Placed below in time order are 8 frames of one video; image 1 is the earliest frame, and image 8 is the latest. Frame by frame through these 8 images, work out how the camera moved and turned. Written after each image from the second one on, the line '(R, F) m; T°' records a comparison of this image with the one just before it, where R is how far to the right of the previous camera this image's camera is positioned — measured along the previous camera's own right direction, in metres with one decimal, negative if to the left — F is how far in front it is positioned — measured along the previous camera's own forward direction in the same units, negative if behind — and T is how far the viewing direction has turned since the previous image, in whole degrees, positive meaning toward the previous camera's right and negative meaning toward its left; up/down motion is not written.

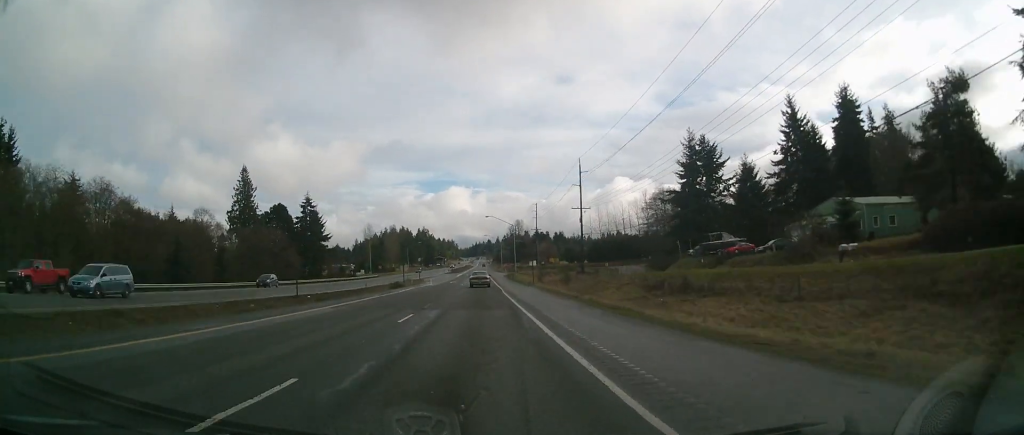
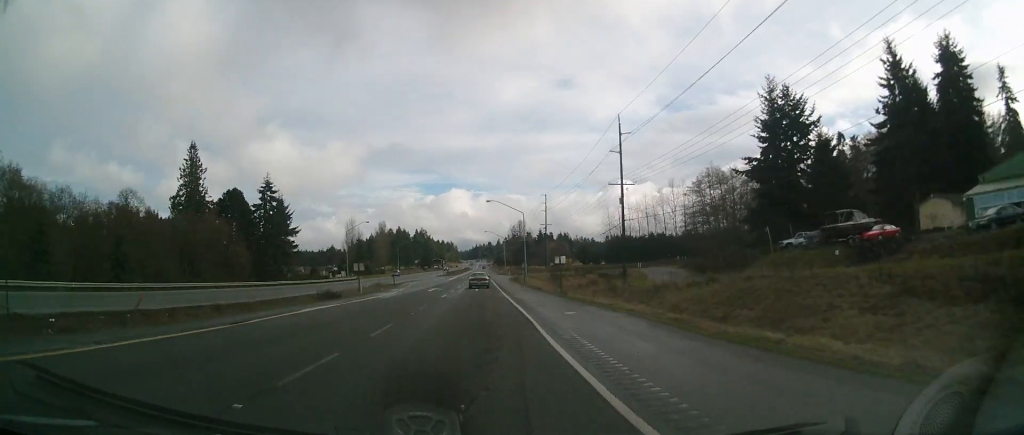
(-0.4, +30.5) m; -1°
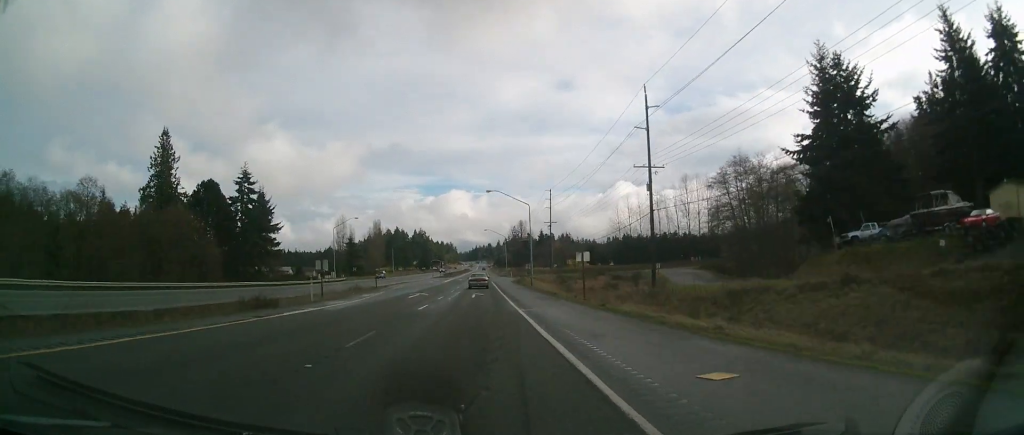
(0.0, +12.6) m; 0°
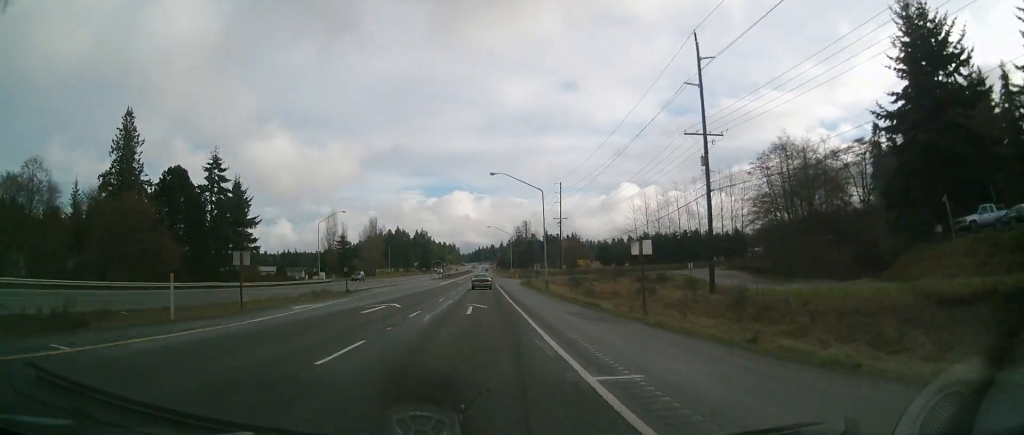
(0.0, +14.9) m; +1°
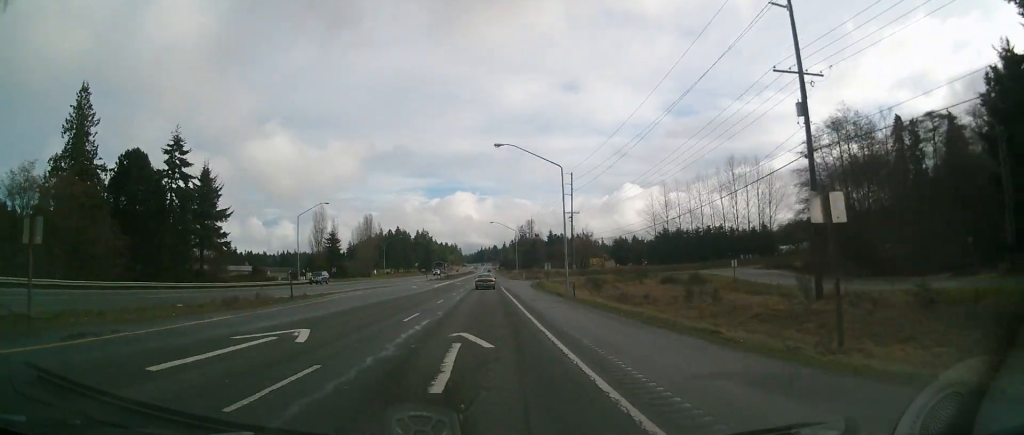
(+0.1, +14.9) m; 0°
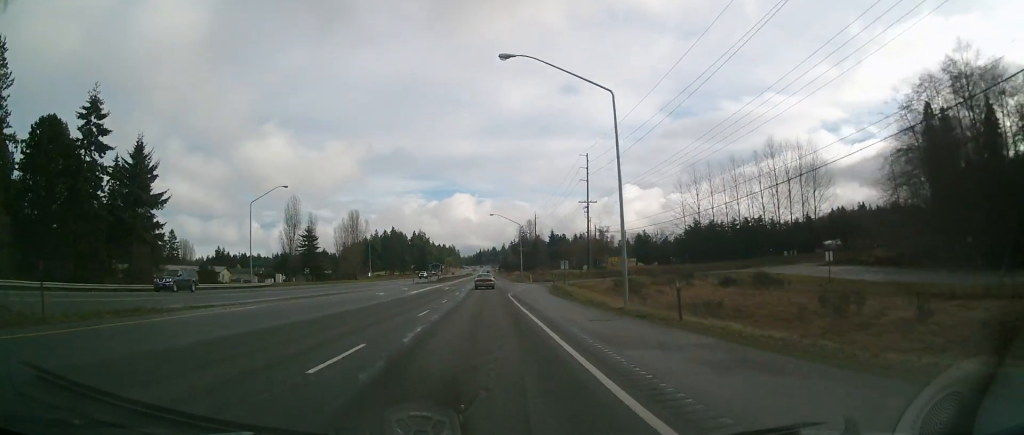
(+0.3, +21.5) m; 0°
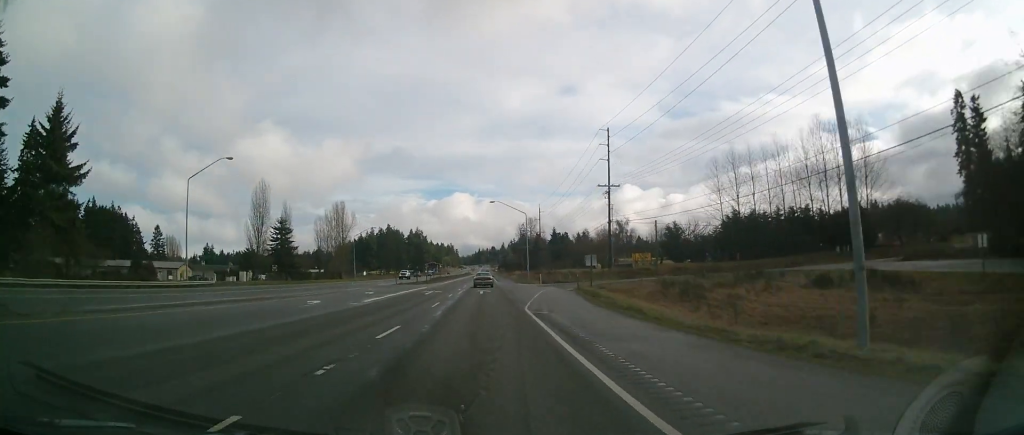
(-0.5, +19.1) m; -1°
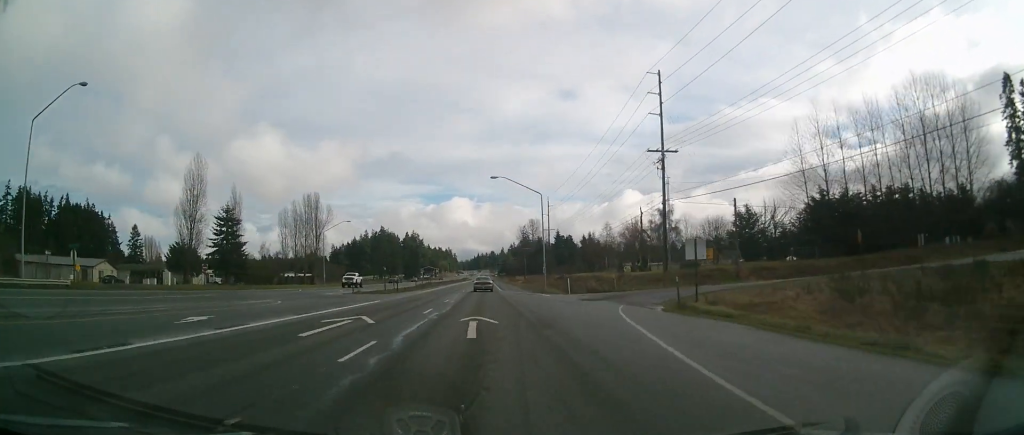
(+0.1, +27.4) m; 0°
